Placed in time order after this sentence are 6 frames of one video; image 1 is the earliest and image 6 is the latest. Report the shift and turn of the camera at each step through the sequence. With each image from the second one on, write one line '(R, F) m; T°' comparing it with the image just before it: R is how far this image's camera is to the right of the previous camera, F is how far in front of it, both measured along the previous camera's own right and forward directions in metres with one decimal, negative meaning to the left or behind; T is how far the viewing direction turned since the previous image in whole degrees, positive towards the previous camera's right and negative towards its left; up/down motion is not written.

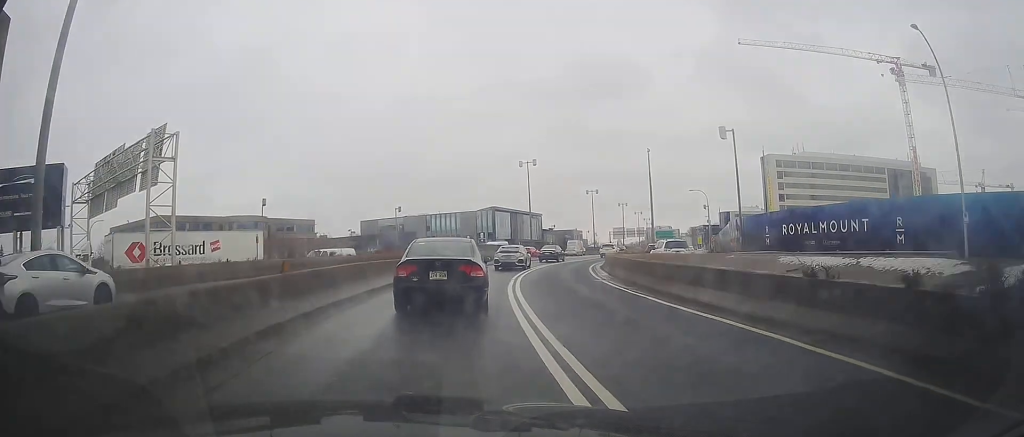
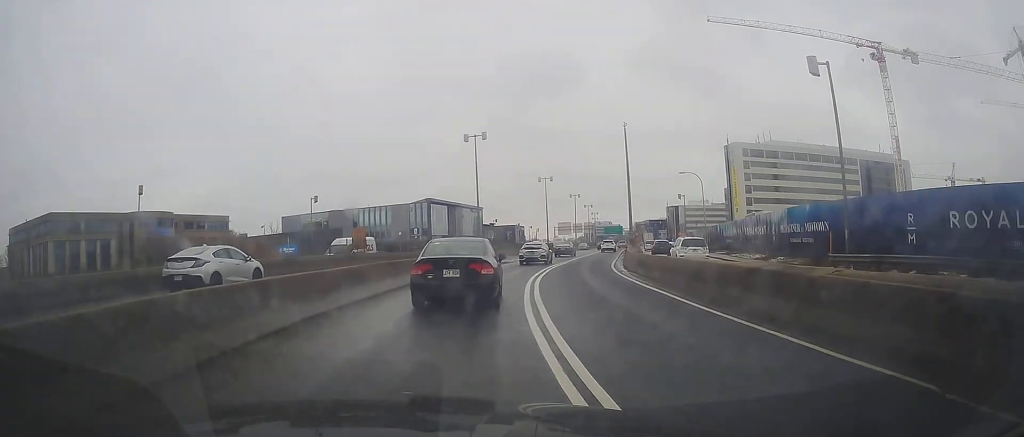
(+1.4, +18.2) m; +9°
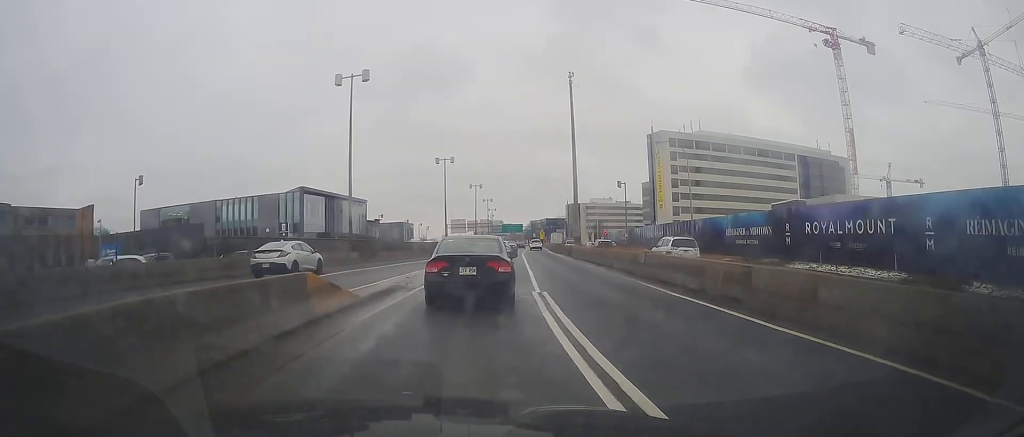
(+3.2, +23.2) m; +14°
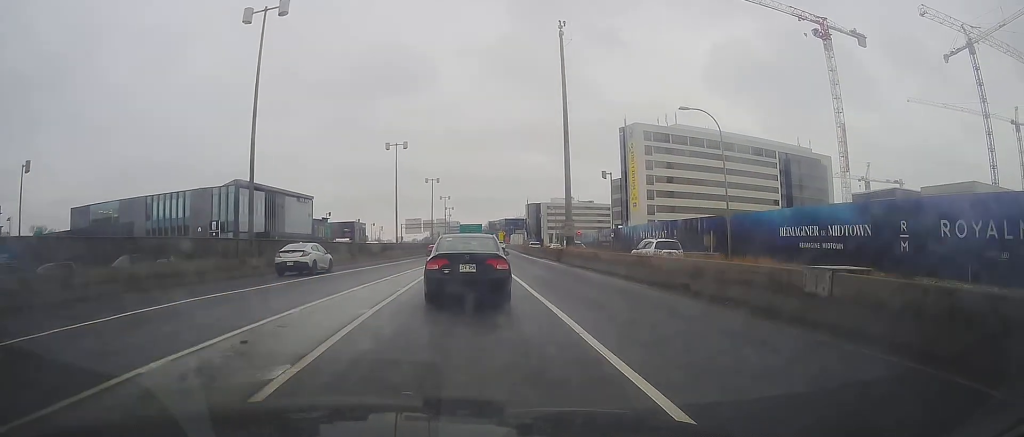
(+0.6, +14.0) m; +3°
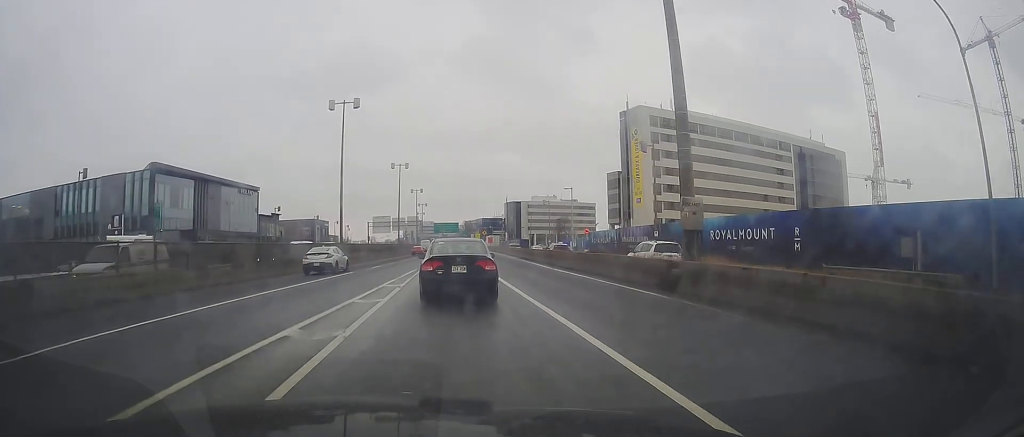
(+0.2, +22.8) m; 0°
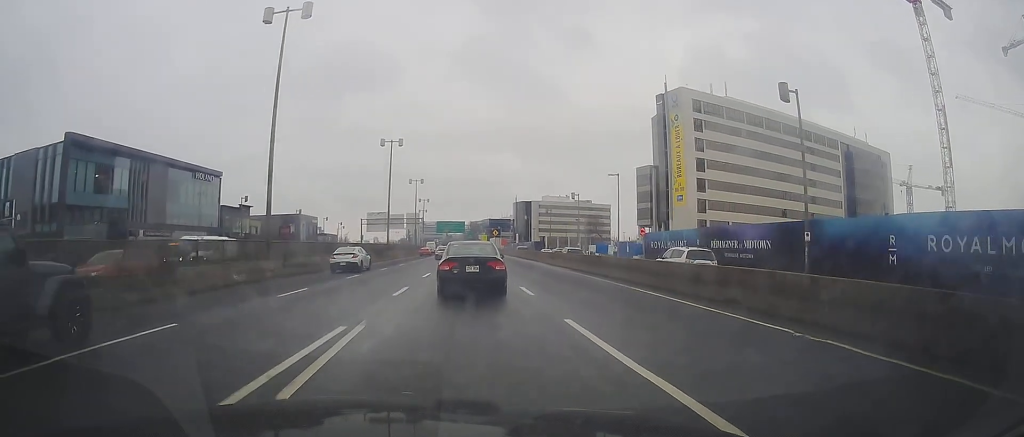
(-0.1, +21.4) m; 0°
